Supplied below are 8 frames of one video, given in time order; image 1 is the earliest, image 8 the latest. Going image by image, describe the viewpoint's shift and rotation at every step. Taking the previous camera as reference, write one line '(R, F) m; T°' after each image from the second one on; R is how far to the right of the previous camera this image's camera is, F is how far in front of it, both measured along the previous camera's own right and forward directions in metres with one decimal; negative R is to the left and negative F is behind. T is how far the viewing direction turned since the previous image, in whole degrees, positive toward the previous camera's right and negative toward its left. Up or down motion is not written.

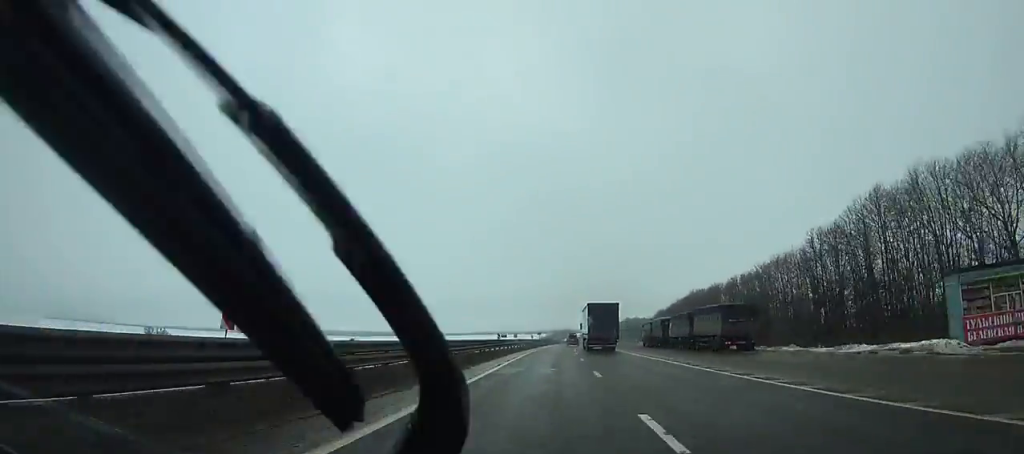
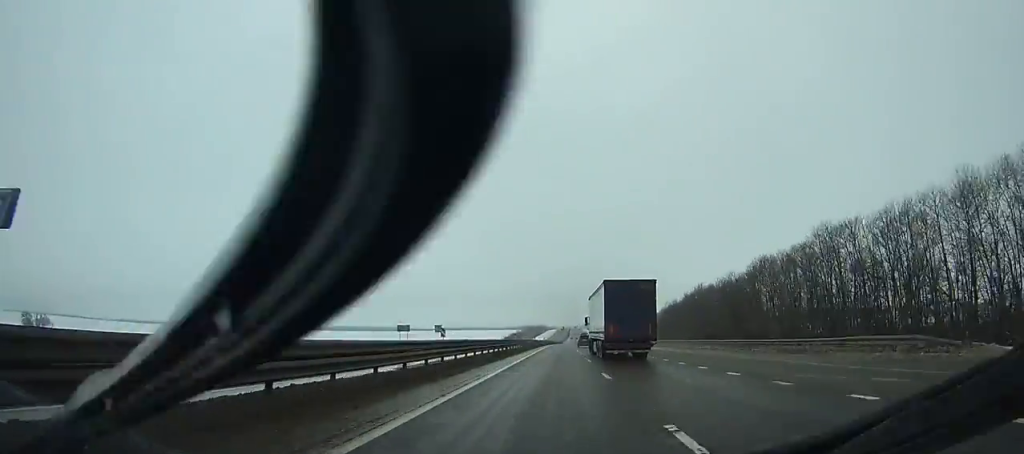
(+2.3, +98.2) m; +2°
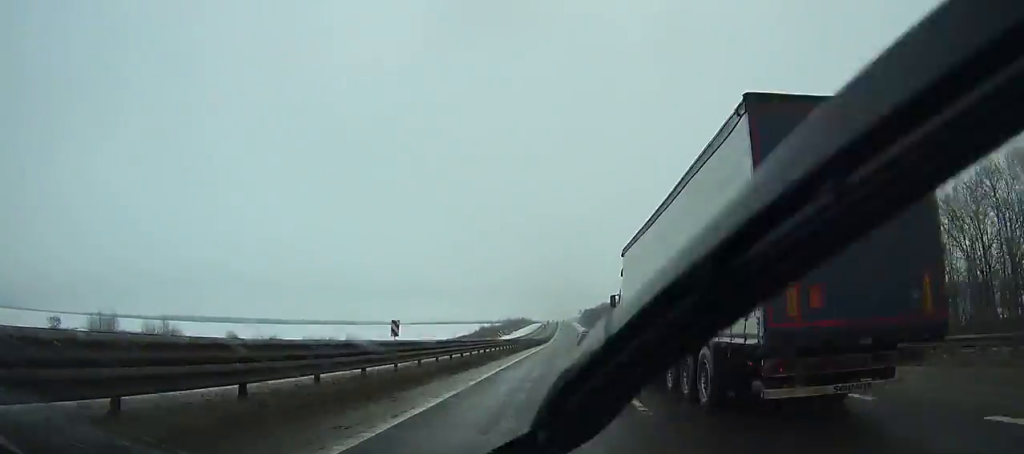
(+1.8, +115.6) m; +1°
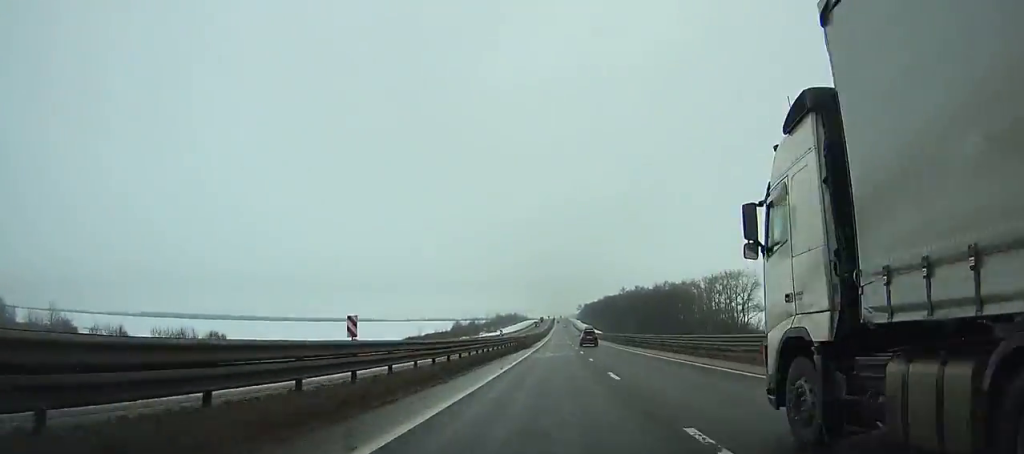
(+0.1, +75.7) m; 0°
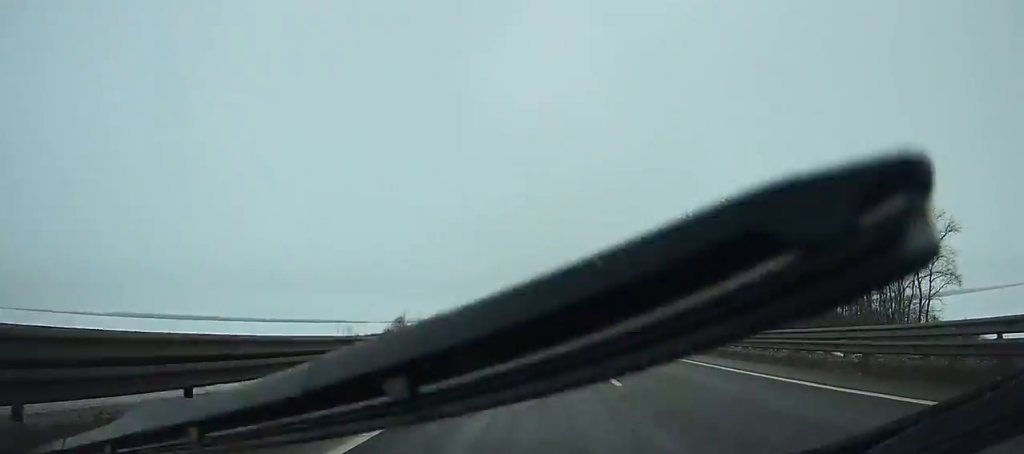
(+0.7, +85.0) m; 0°
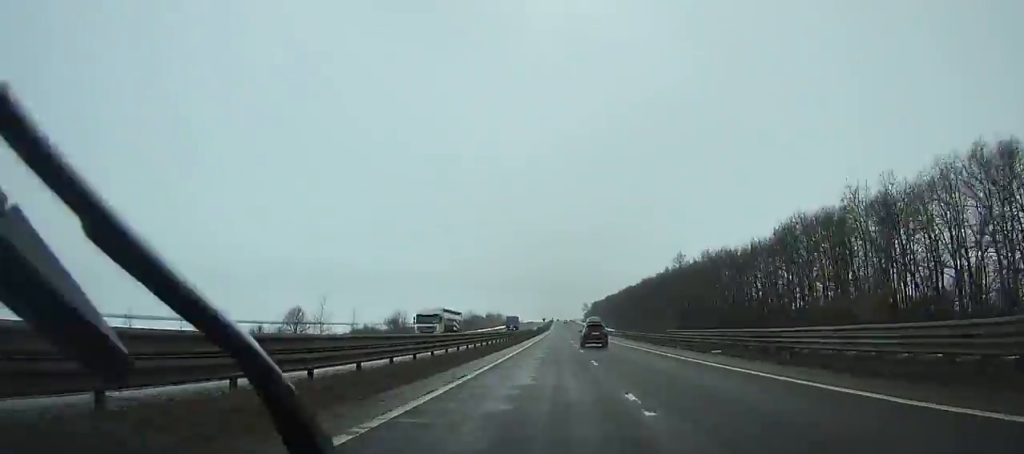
(-0.2, +74.6) m; 0°
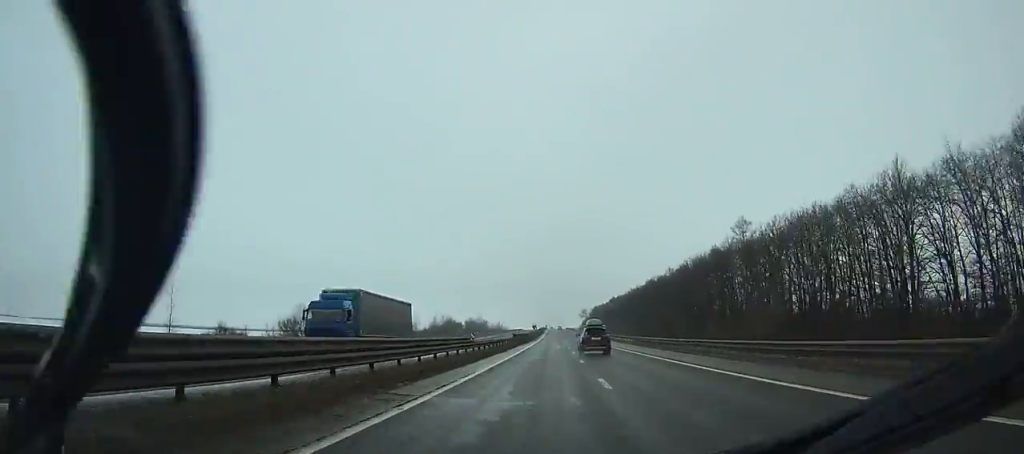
(-0.1, +67.6) m; 0°
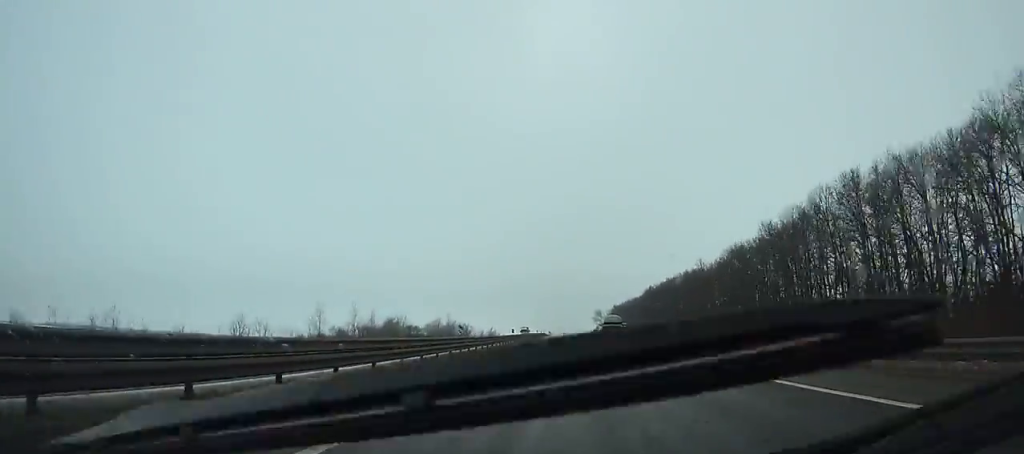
(+0.2, +108.7) m; 0°
